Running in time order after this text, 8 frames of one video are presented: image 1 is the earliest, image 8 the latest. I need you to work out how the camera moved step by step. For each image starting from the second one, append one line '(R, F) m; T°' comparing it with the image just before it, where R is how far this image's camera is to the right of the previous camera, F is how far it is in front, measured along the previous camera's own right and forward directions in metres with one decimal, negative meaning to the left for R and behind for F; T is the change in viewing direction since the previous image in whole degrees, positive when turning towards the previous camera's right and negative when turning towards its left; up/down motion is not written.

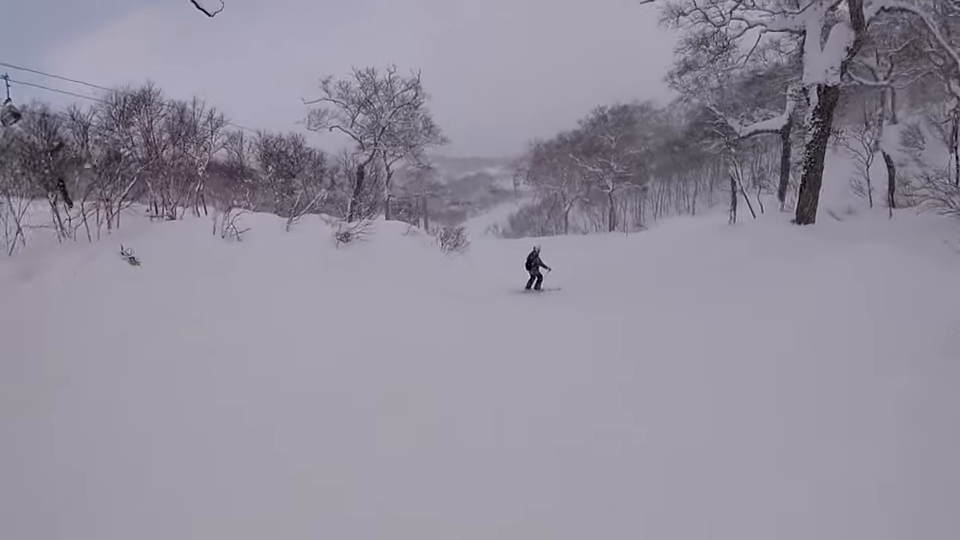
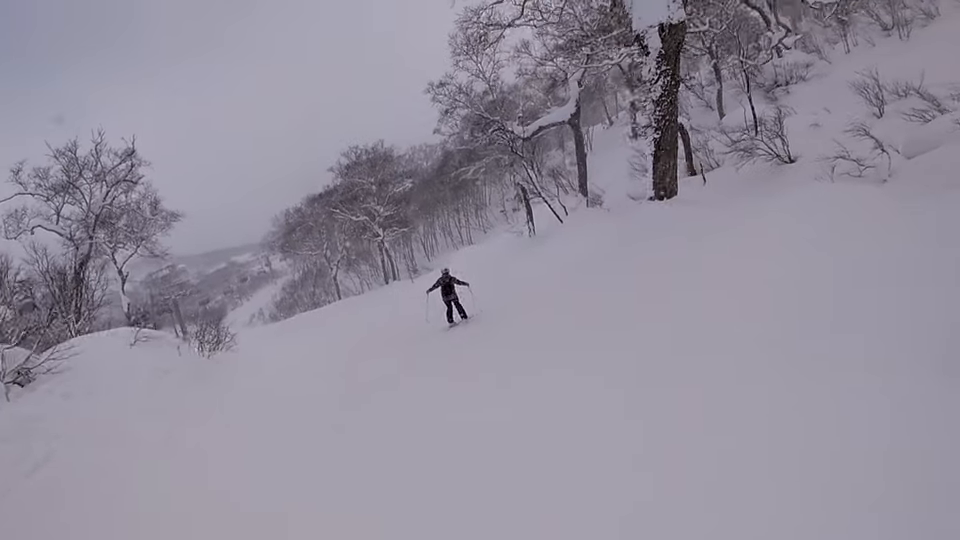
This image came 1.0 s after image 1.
(+1.4, +6.0) m; +11°
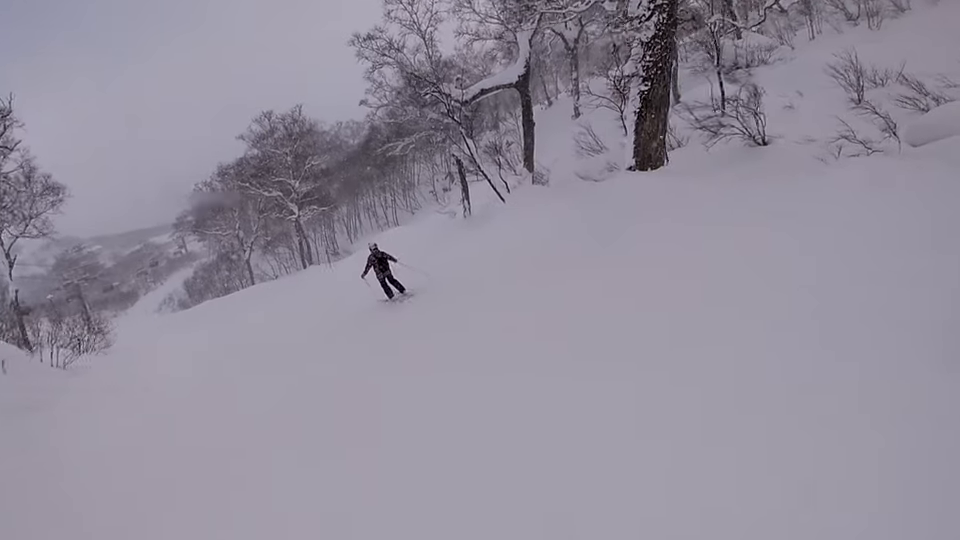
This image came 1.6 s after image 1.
(-0.5, +3.5) m; 0°
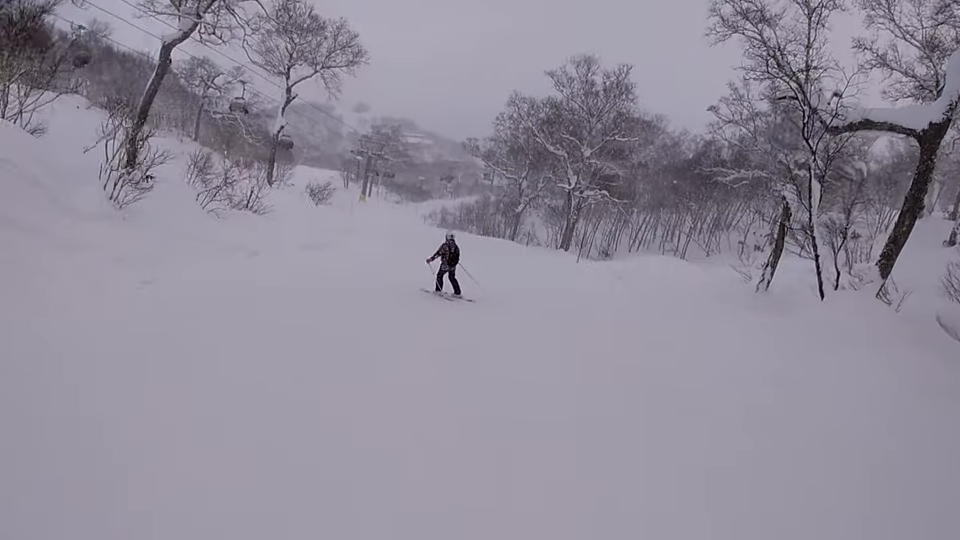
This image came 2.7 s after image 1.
(+0.5, +7.5) m; -20°
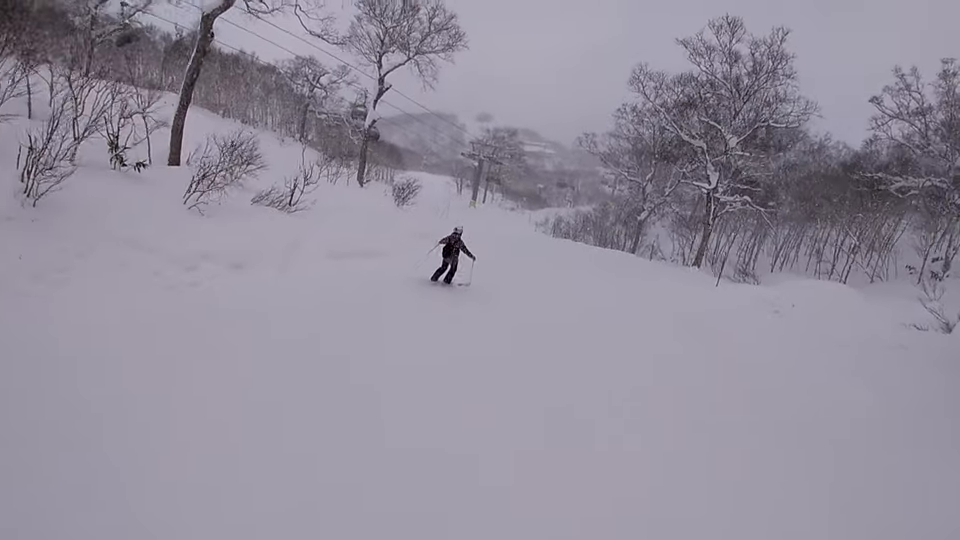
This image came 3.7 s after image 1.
(-2.6, +5.3) m; -23°
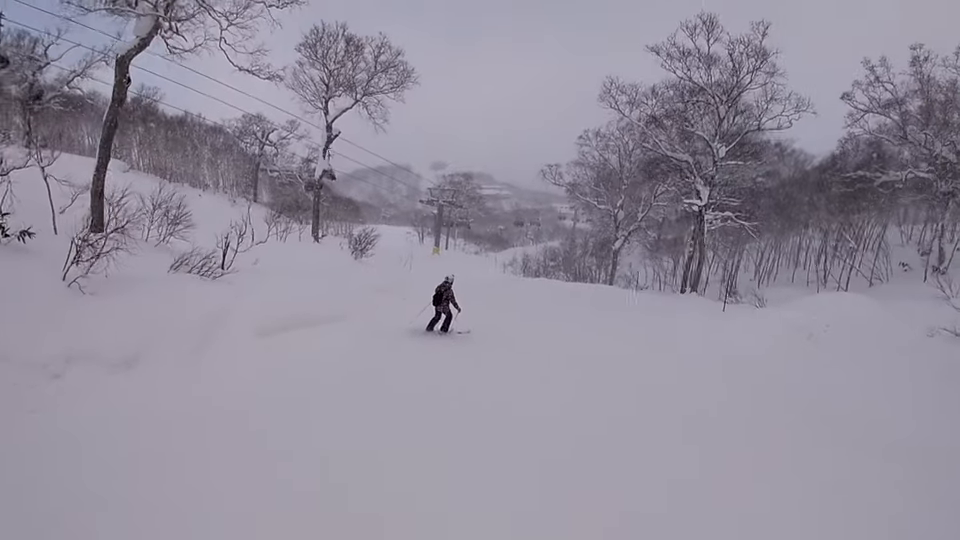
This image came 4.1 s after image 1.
(+0.2, +3.1) m; +7°
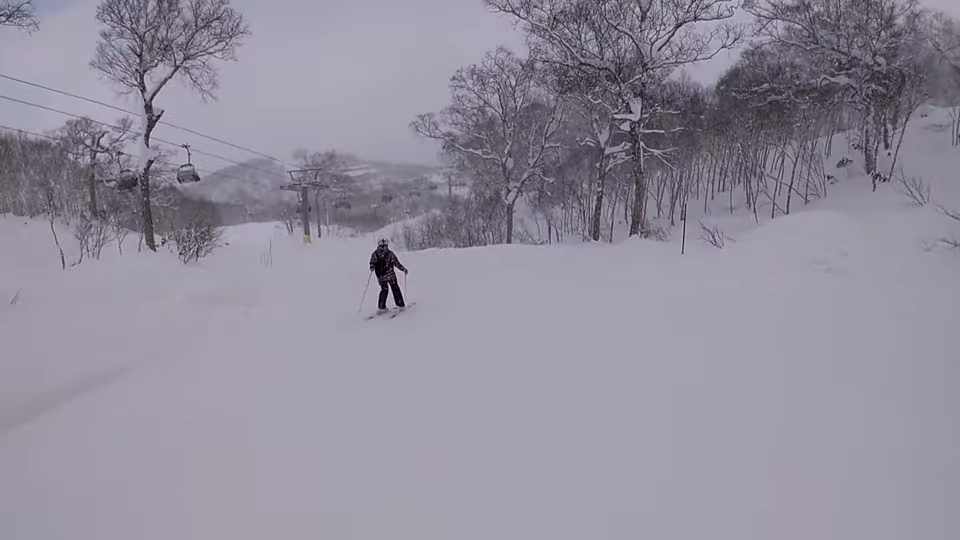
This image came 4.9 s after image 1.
(+0.3, +5.1) m; +11°
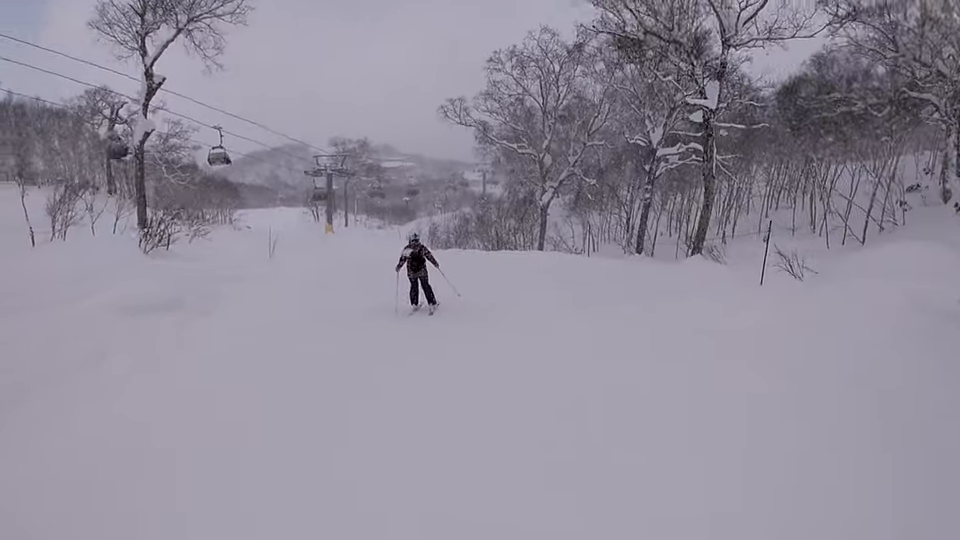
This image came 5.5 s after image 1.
(+0.6, +3.5) m; +7°
